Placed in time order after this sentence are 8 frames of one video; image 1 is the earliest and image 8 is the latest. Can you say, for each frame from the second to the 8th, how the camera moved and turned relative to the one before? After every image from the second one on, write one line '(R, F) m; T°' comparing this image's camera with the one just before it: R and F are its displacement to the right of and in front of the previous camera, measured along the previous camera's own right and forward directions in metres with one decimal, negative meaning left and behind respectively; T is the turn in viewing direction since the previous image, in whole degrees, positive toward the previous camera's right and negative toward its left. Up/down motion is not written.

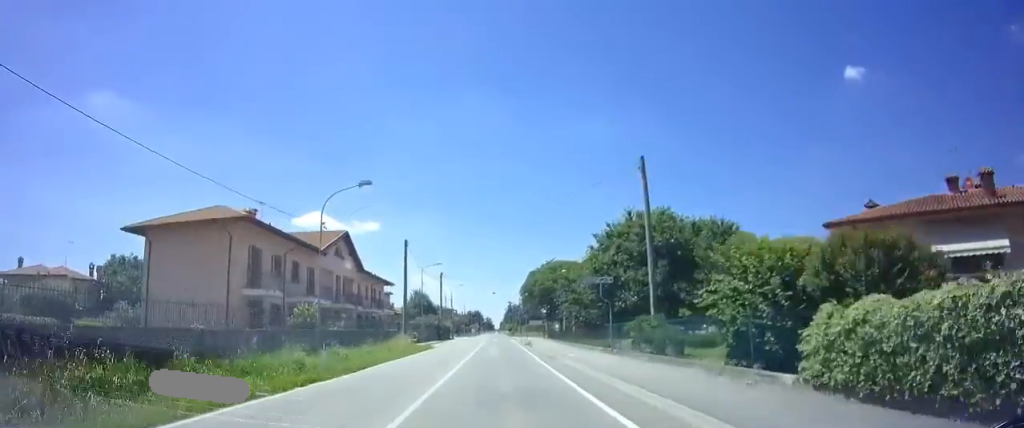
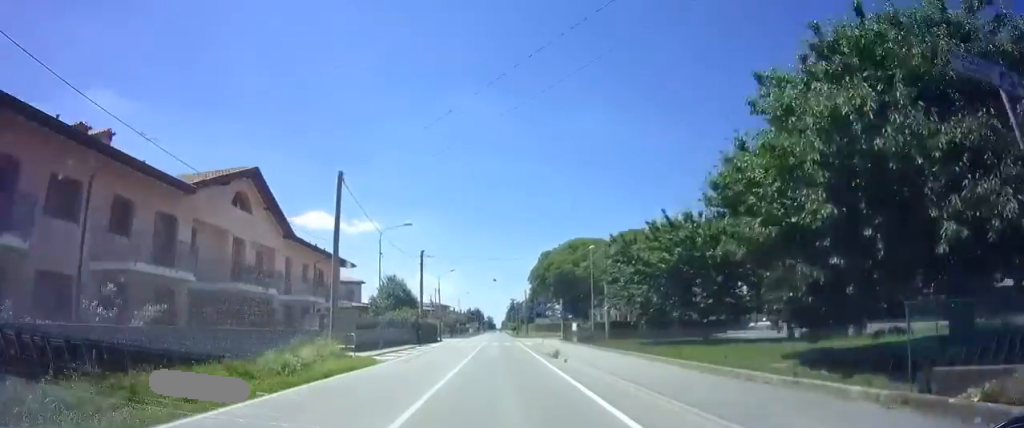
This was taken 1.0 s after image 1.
(0.0, +19.2) m; +1°
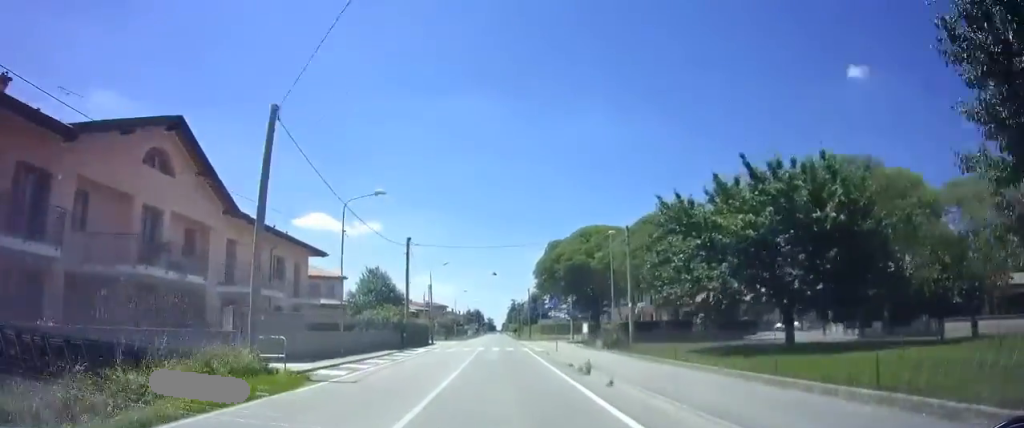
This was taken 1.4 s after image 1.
(-0.1, +8.0) m; +1°
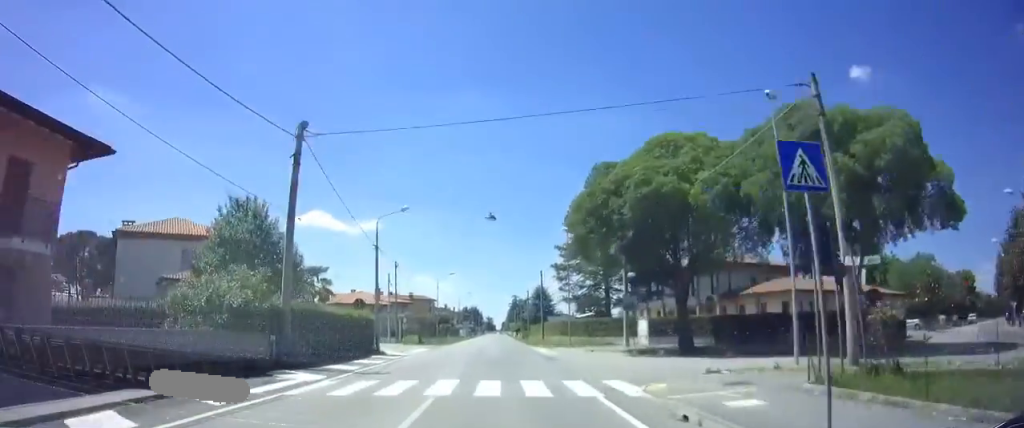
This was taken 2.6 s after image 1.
(+0.4, +24.2) m; 0°
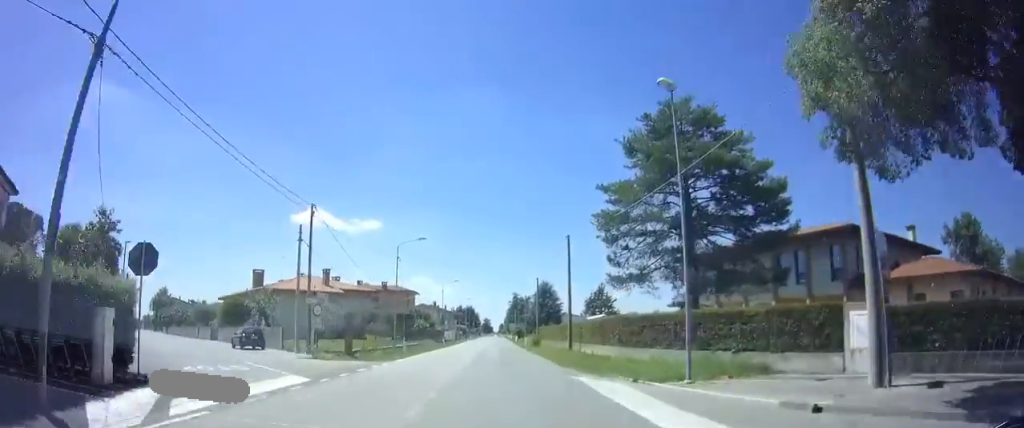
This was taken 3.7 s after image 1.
(-0.5, +23.3) m; -1°
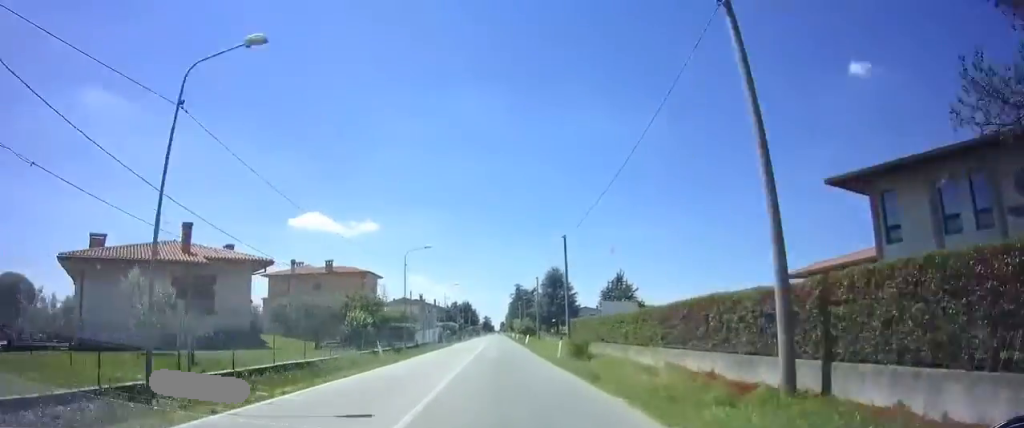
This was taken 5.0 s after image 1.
(+0.3, +27.4) m; +1°
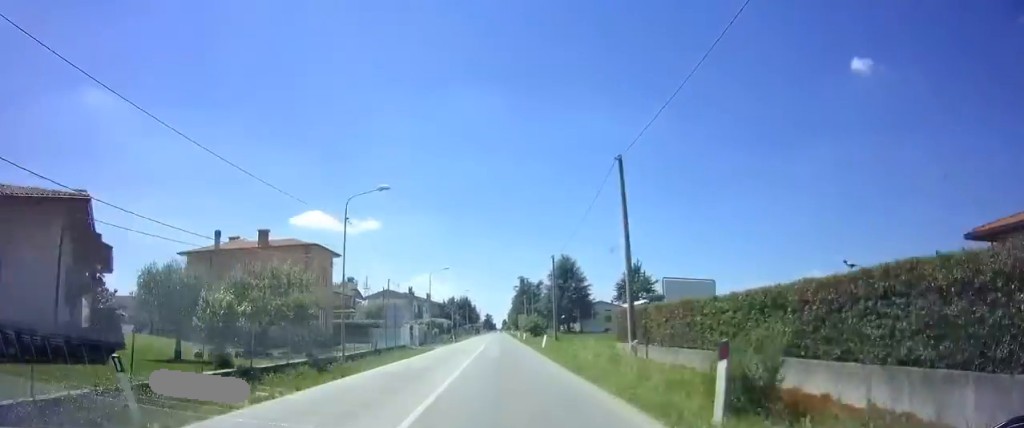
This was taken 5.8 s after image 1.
(+0.1, +16.5) m; 0°
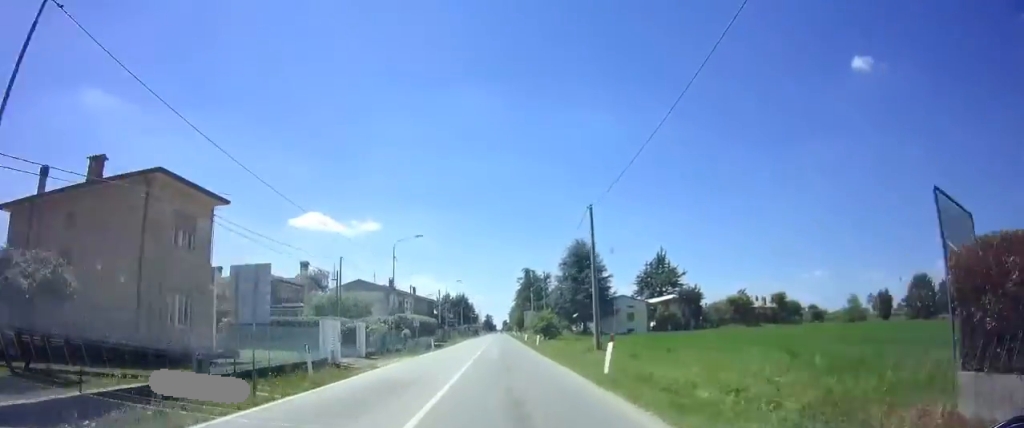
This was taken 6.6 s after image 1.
(-0.3, +18.9) m; -1°
